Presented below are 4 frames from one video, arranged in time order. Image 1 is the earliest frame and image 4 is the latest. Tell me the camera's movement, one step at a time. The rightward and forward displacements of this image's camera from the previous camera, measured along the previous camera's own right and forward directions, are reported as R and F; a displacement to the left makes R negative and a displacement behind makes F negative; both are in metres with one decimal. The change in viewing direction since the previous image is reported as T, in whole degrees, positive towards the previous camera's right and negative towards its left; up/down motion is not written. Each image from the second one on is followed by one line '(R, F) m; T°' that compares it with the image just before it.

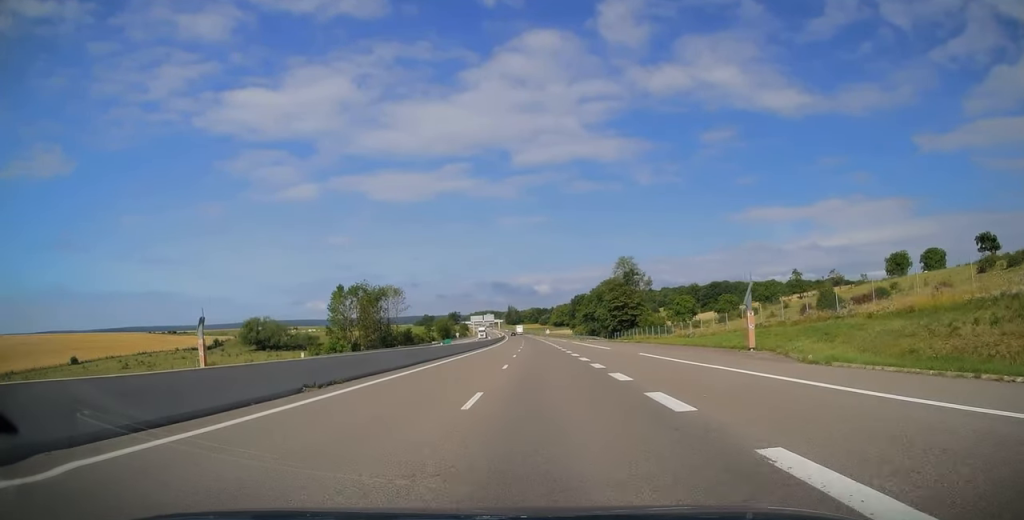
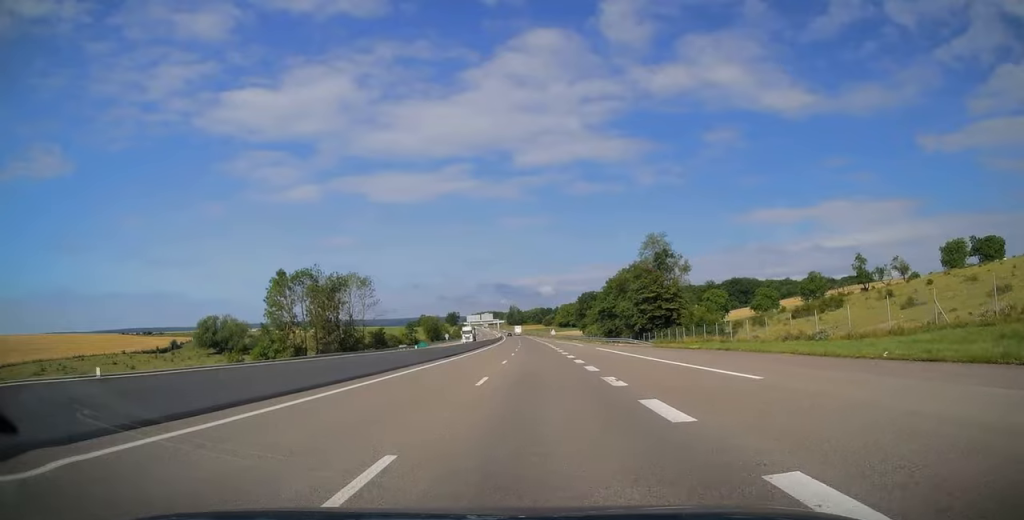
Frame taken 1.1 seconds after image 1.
(0.0, +33.3) m; 0°
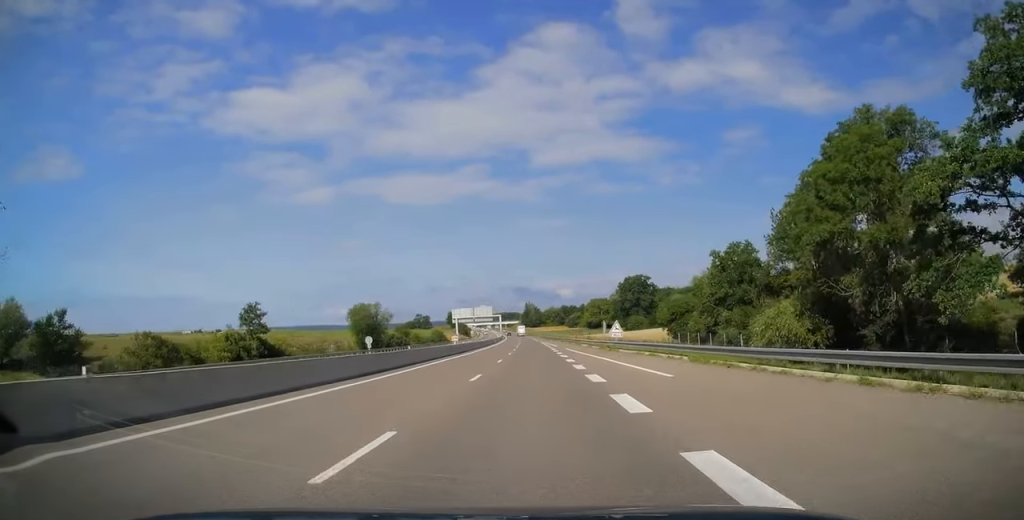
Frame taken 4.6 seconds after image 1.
(-2.0, +102.4) m; -2°
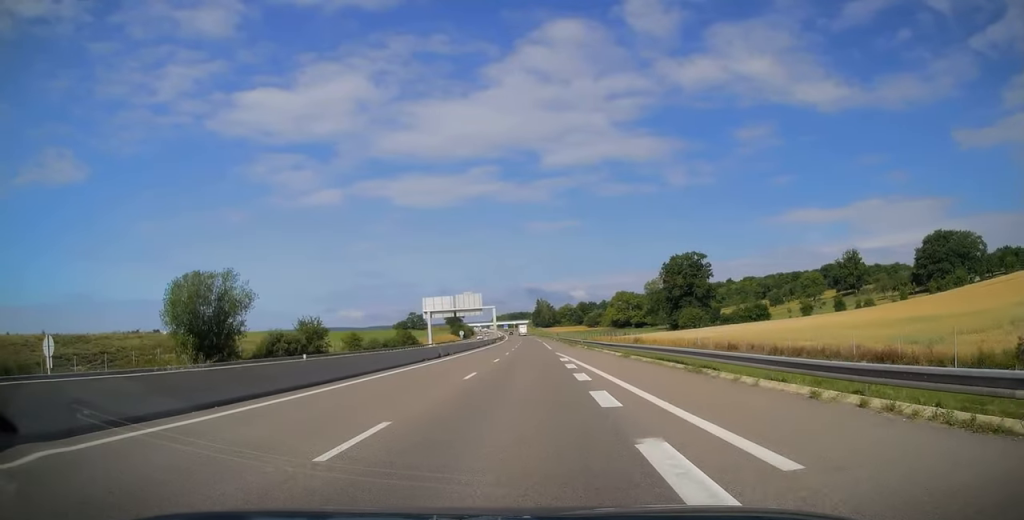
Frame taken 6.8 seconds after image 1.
(-0.2, +64.1) m; 0°
